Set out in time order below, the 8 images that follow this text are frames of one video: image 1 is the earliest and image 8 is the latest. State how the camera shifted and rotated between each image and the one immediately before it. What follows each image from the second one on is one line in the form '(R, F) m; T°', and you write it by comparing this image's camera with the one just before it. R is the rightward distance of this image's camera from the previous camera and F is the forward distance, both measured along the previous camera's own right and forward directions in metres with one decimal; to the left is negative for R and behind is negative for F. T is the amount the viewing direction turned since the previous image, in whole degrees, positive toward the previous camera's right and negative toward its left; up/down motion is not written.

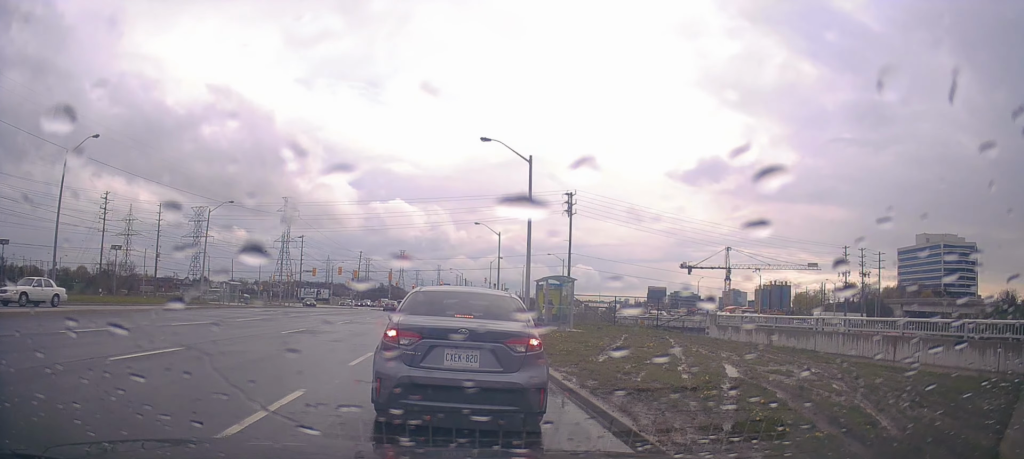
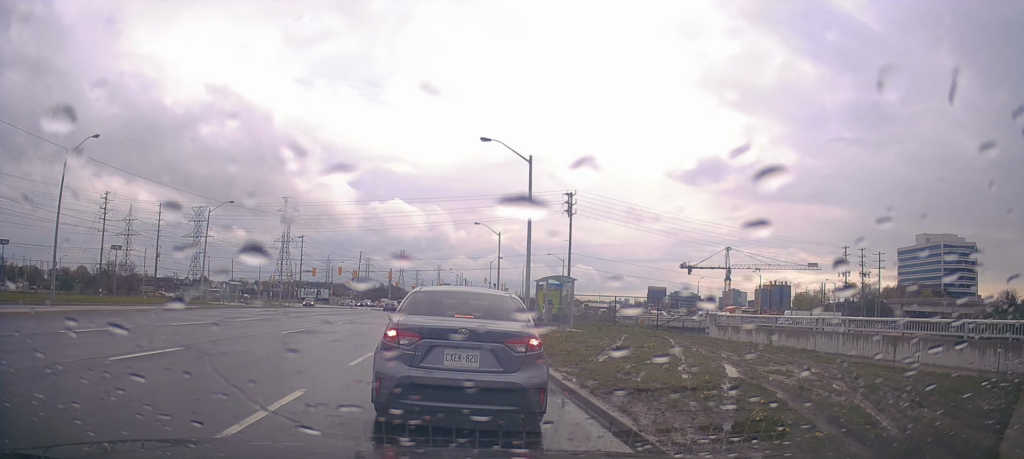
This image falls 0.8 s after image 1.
(0.0, 0.0) m; 0°
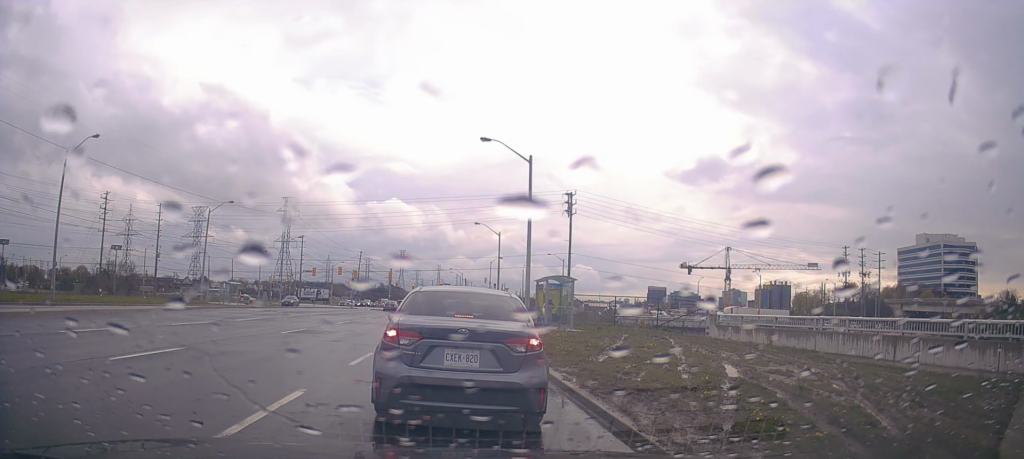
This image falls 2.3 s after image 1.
(0.0, 0.0) m; 0°
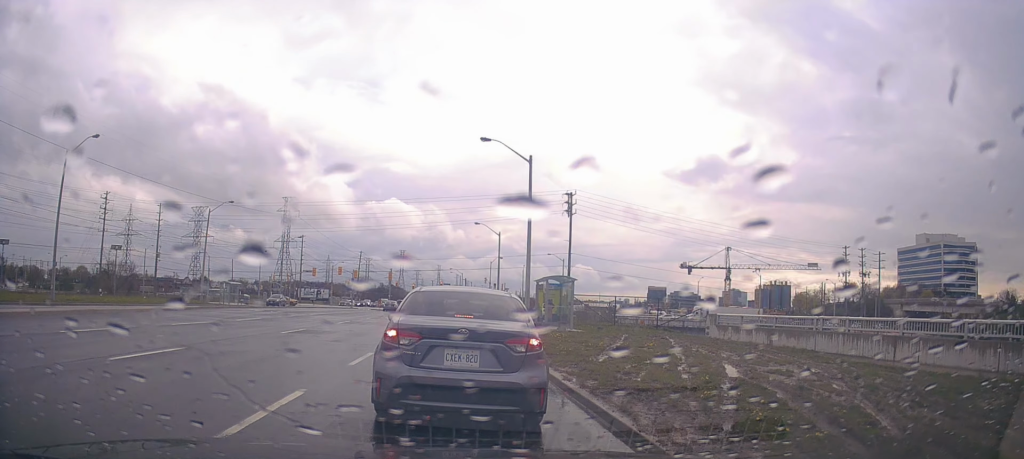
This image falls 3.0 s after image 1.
(0.0, 0.0) m; 0°
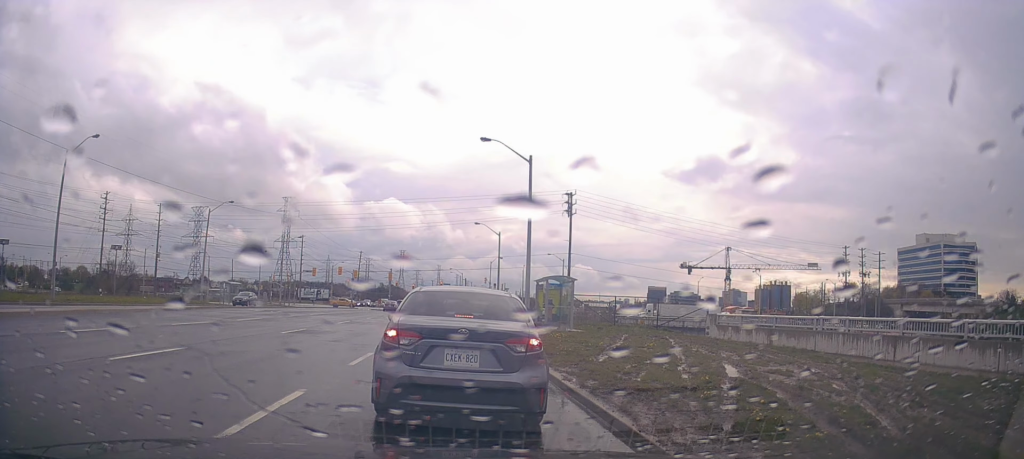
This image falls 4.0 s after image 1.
(0.0, 0.0) m; 0°
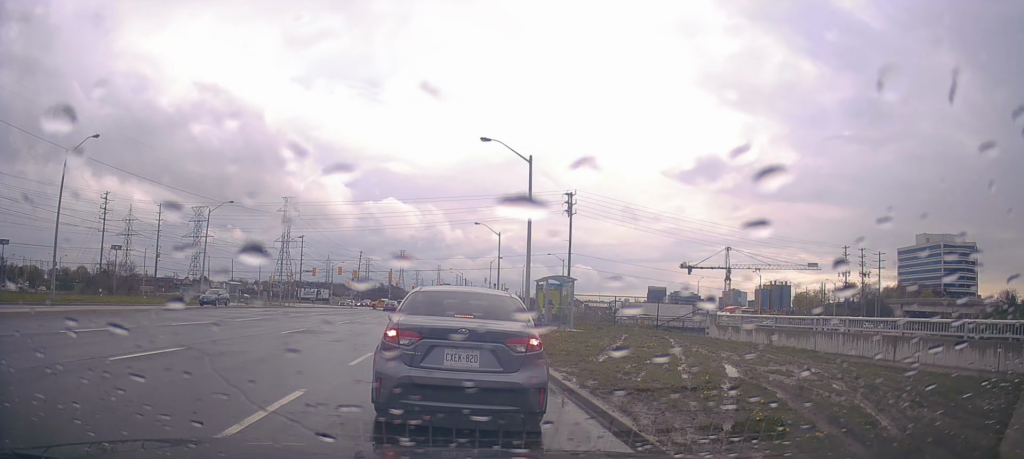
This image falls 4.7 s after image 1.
(0.0, 0.0) m; 0°
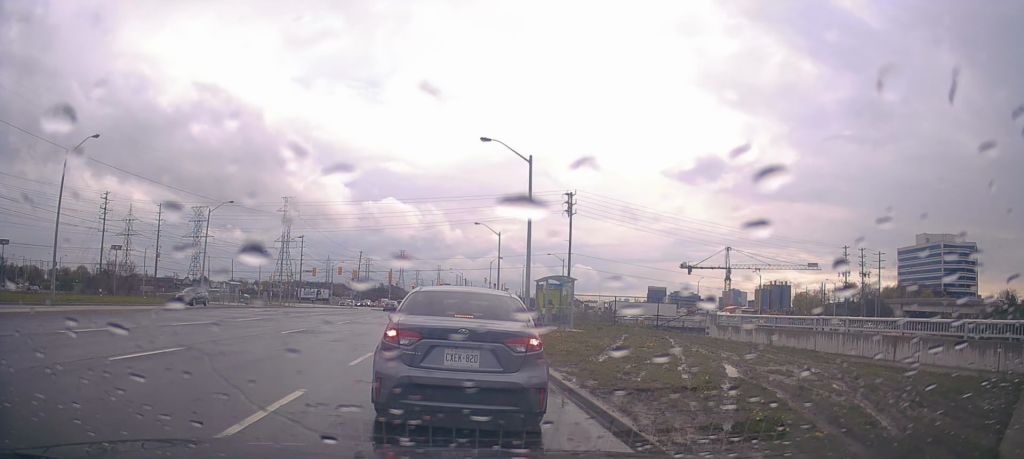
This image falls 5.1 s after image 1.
(0.0, 0.0) m; 0°
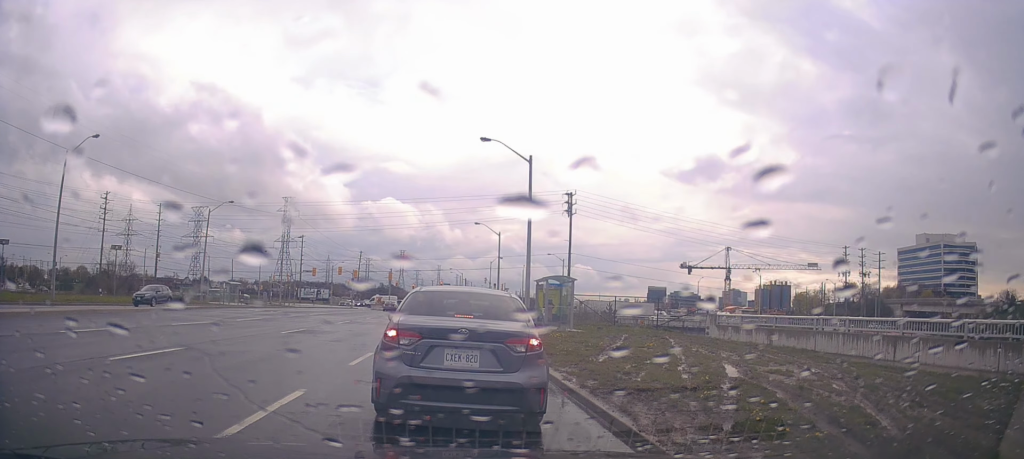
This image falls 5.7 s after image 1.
(0.0, 0.0) m; 0°
